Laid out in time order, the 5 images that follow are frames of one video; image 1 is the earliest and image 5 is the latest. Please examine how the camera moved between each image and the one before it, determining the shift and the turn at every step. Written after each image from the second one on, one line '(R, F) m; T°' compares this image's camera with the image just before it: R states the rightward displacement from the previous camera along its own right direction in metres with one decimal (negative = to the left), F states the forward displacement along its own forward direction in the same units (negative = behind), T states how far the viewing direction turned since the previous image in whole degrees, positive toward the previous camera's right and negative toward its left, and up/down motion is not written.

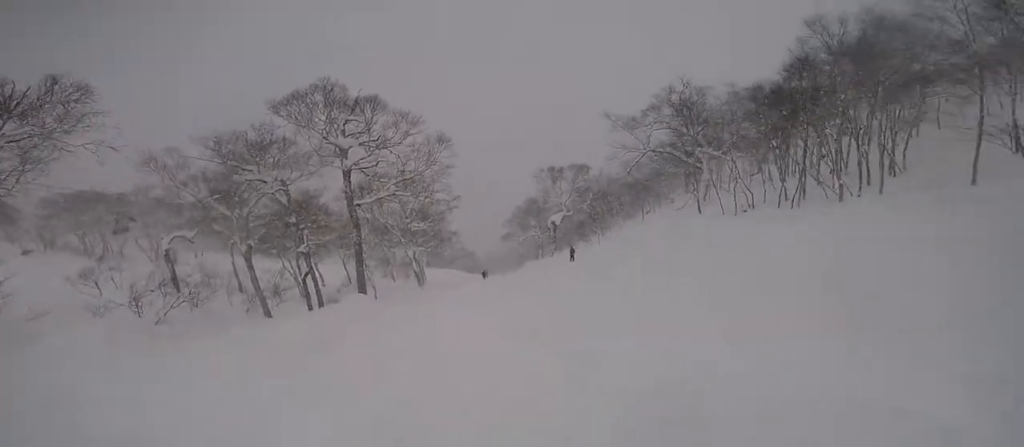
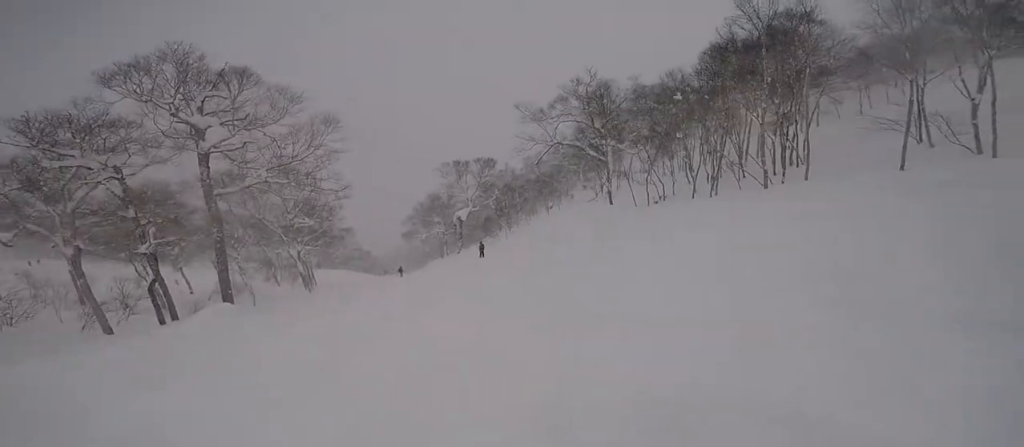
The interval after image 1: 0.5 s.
(+0.8, +2.0) m; +8°
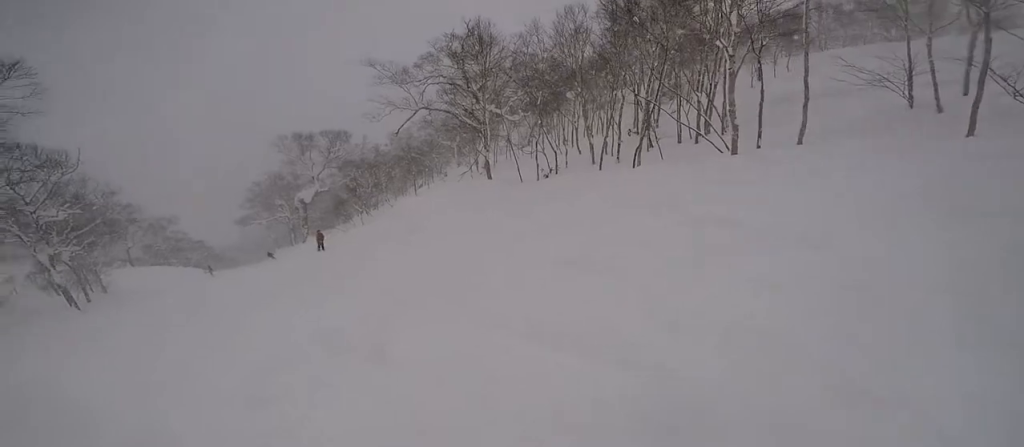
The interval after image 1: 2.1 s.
(-0.1, +6.3) m; +5°
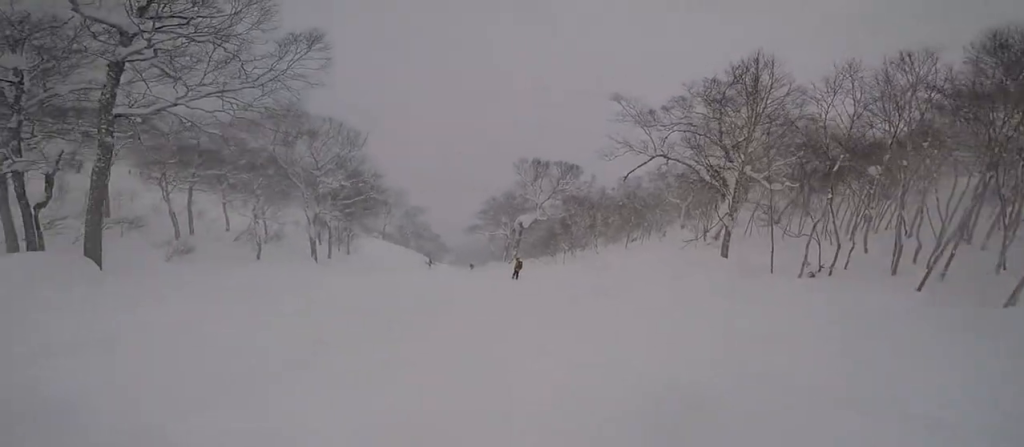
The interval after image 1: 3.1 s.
(-0.1, +3.3) m; -11°
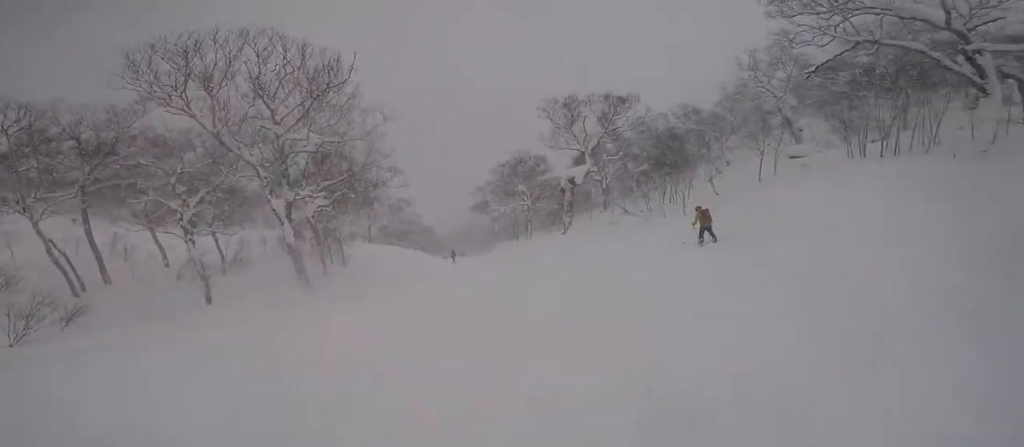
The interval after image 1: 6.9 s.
(-6.0, +13.8) m; -5°
